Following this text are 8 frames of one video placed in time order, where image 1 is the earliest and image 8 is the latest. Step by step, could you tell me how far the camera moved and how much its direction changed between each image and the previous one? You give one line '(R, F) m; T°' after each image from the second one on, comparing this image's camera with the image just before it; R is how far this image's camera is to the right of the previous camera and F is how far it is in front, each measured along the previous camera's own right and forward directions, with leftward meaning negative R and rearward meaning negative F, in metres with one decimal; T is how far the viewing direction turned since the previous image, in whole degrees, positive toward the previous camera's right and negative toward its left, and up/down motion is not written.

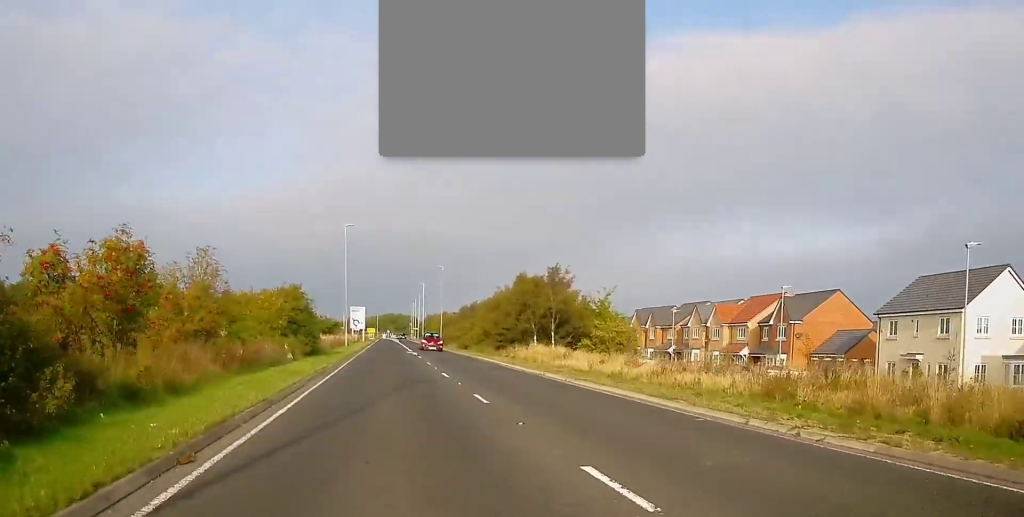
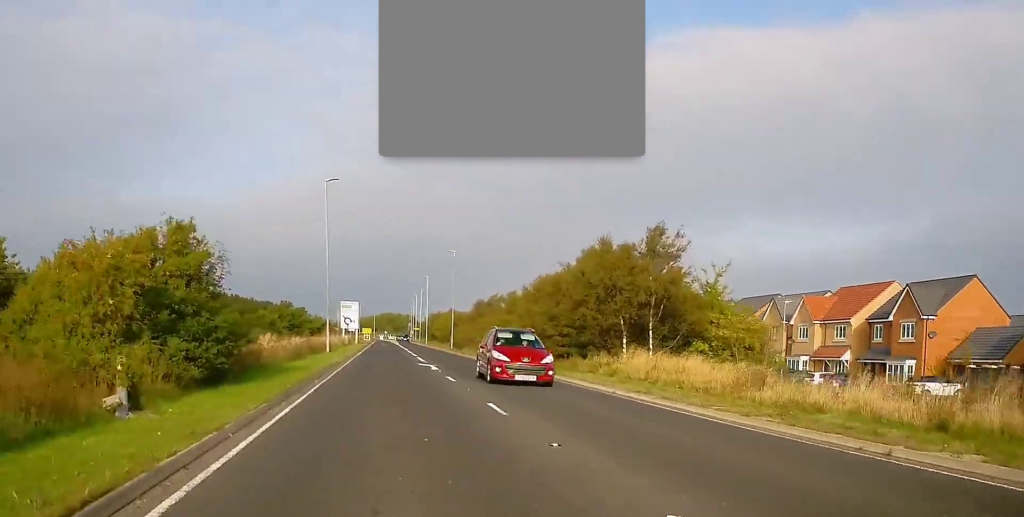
(+0.5, +19.8) m; +1°
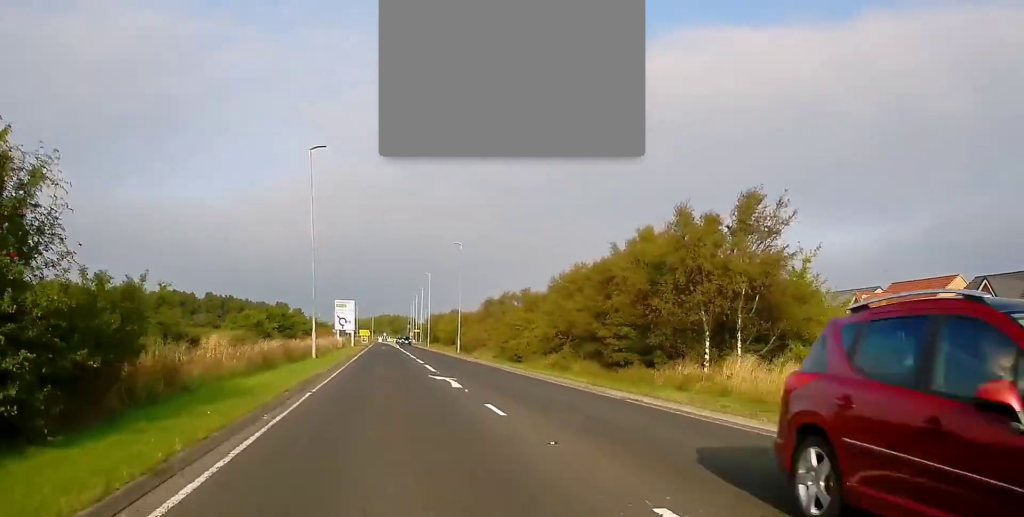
(+0.1, +8.8) m; -1°
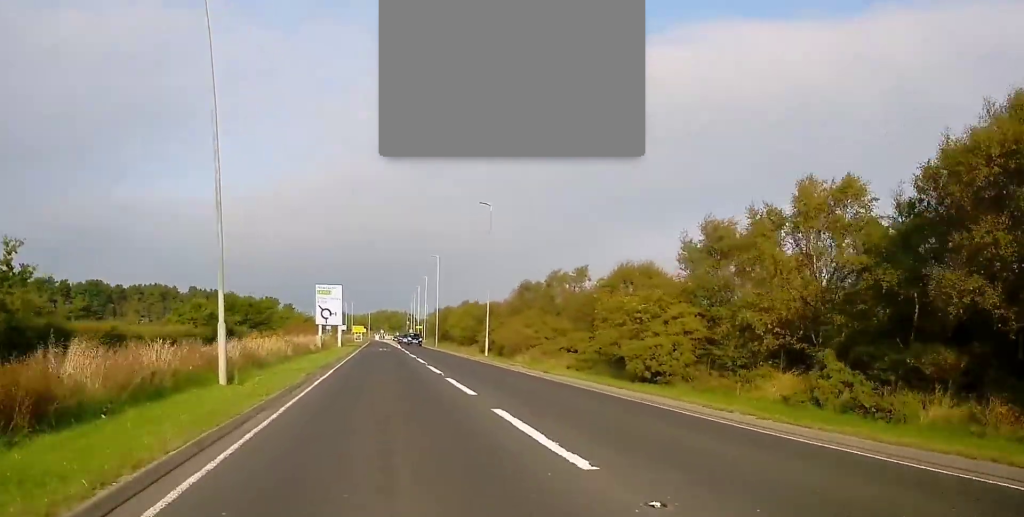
(-0.3, +21.3) m; 0°
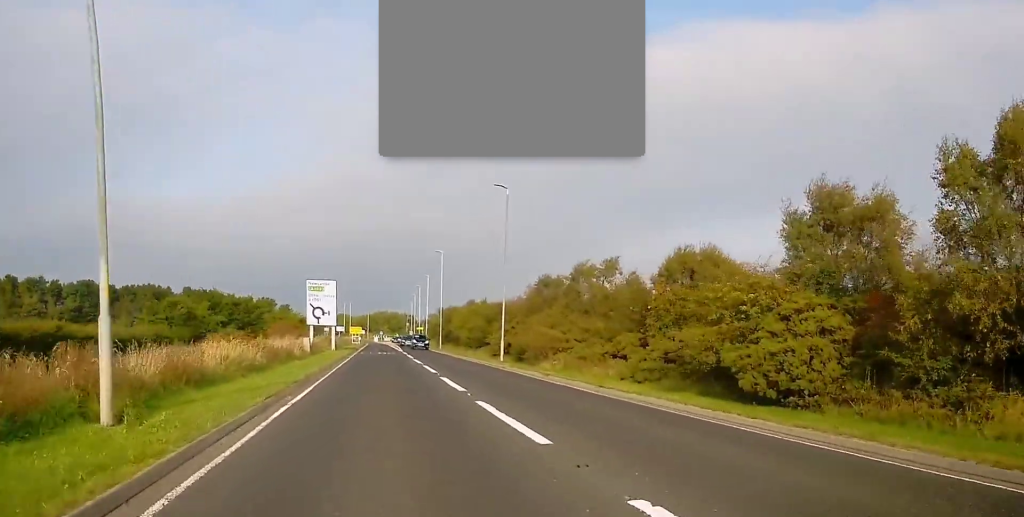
(+0.2, +7.2) m; 0°
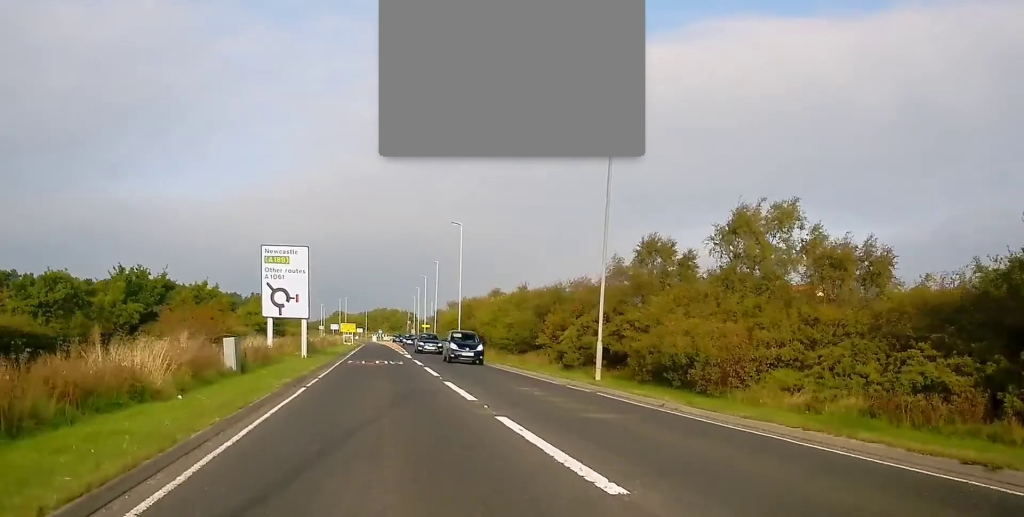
(-0.2, +20.6) m; +1°
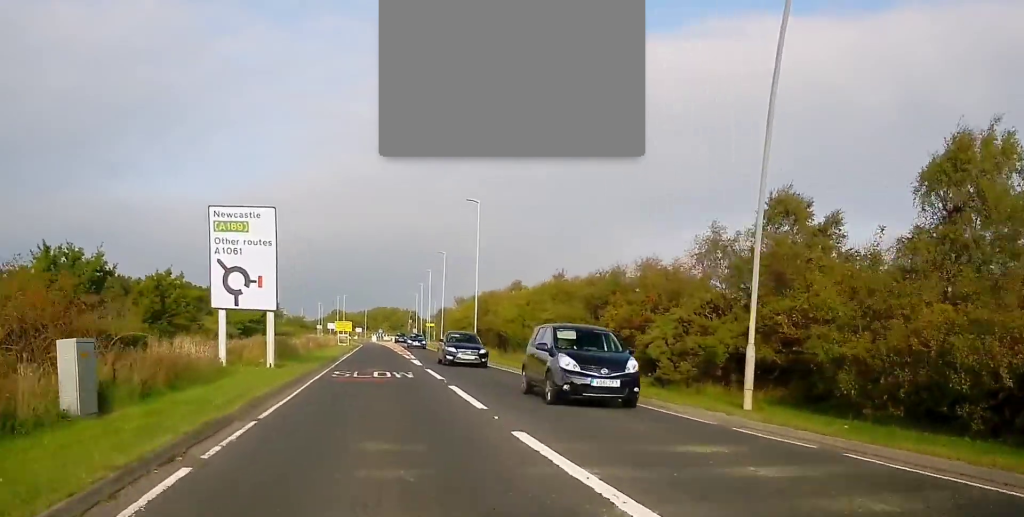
(+0.3, +10.6) m; 0°
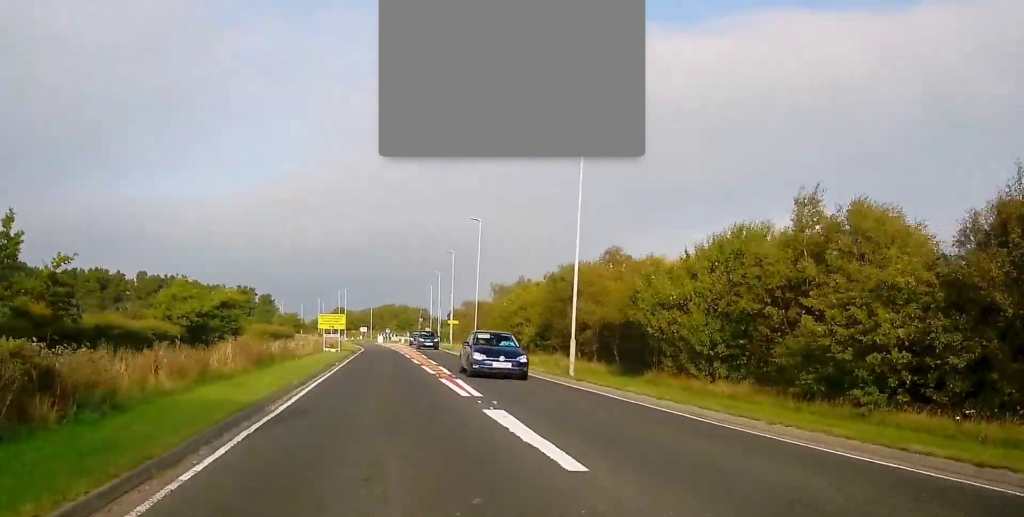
(-0.2, +25.2) m; -1°
